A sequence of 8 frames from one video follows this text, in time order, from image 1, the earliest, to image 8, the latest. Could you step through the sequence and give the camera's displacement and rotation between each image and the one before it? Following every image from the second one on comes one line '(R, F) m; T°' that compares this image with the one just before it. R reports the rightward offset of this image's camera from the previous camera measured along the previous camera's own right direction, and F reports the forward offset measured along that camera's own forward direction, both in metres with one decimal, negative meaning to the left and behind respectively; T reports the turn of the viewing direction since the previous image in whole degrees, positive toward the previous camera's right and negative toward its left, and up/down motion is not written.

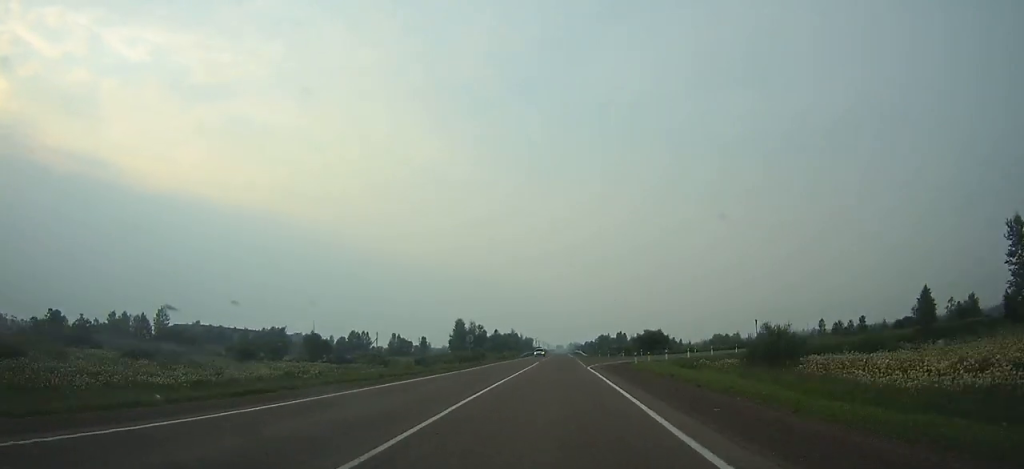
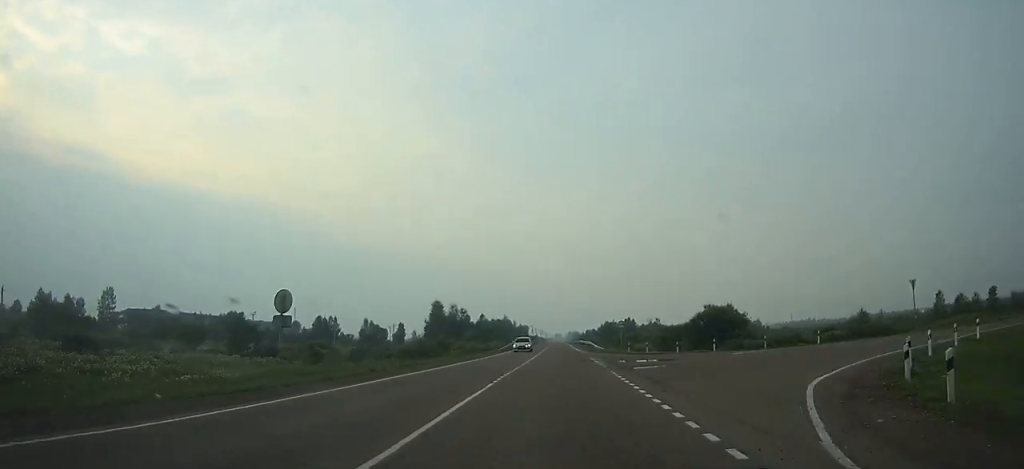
(0.0, +35.4) m; 0°
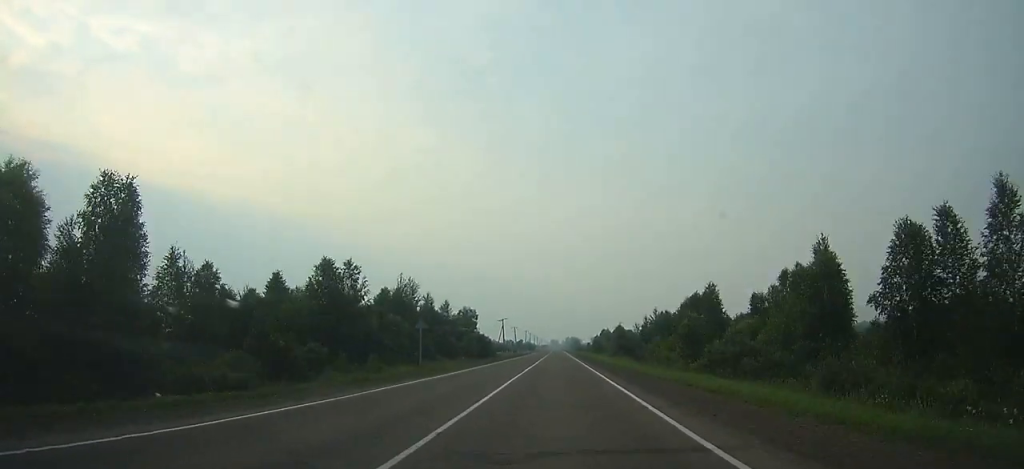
(+0.6, +175.1) m; 0°
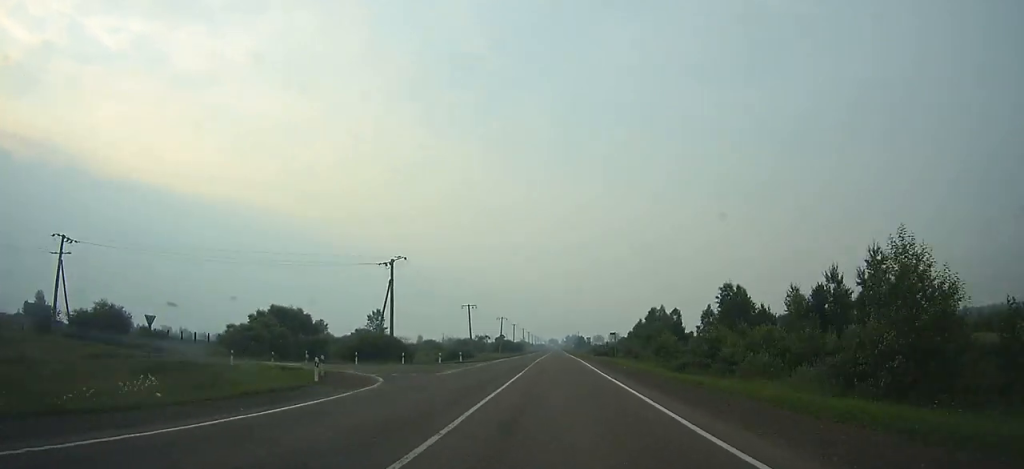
(0.0, +120.4) m; 0°
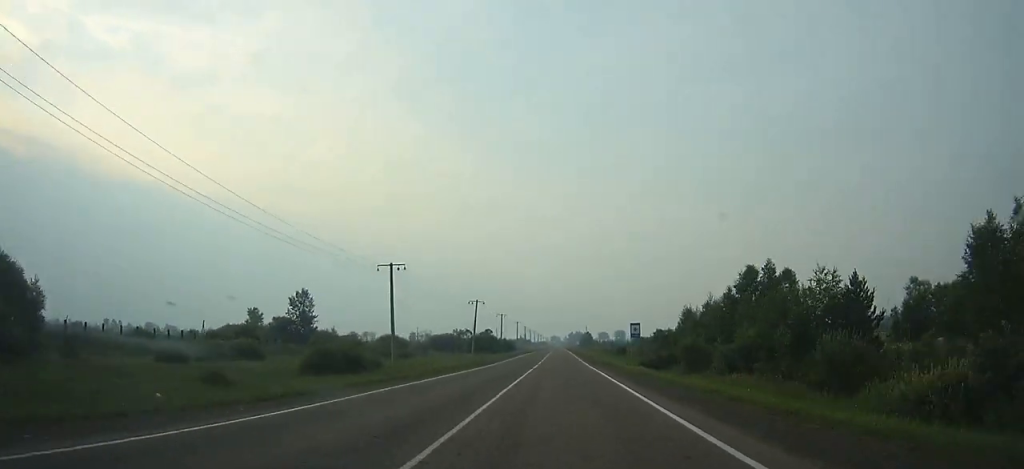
(0.0, +53.1) m; 0°
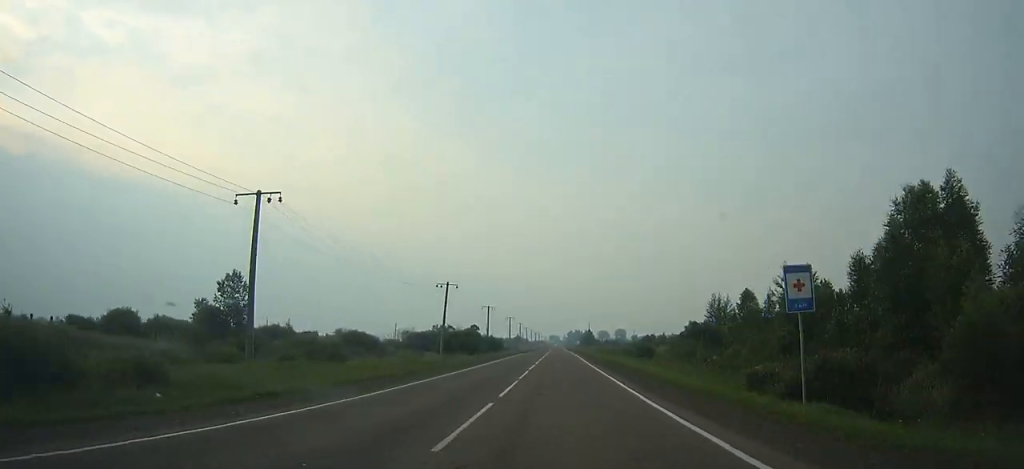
(0.0, +28.3) m; 0°
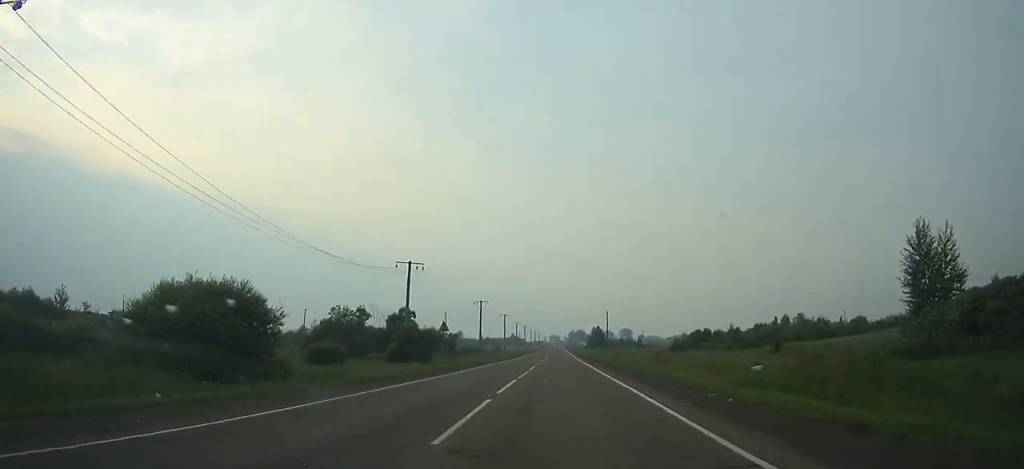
(0.0, +71.3) m; 0°
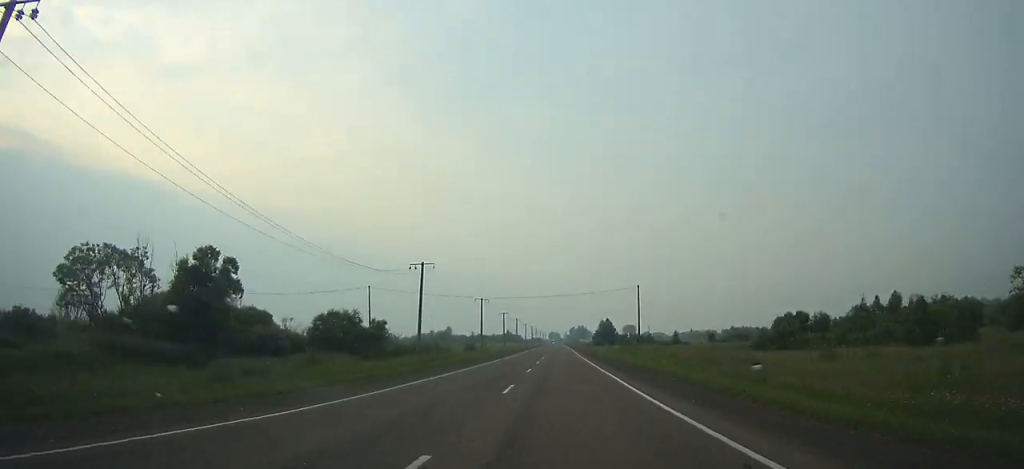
(0.0, +50.9) m; 0°
